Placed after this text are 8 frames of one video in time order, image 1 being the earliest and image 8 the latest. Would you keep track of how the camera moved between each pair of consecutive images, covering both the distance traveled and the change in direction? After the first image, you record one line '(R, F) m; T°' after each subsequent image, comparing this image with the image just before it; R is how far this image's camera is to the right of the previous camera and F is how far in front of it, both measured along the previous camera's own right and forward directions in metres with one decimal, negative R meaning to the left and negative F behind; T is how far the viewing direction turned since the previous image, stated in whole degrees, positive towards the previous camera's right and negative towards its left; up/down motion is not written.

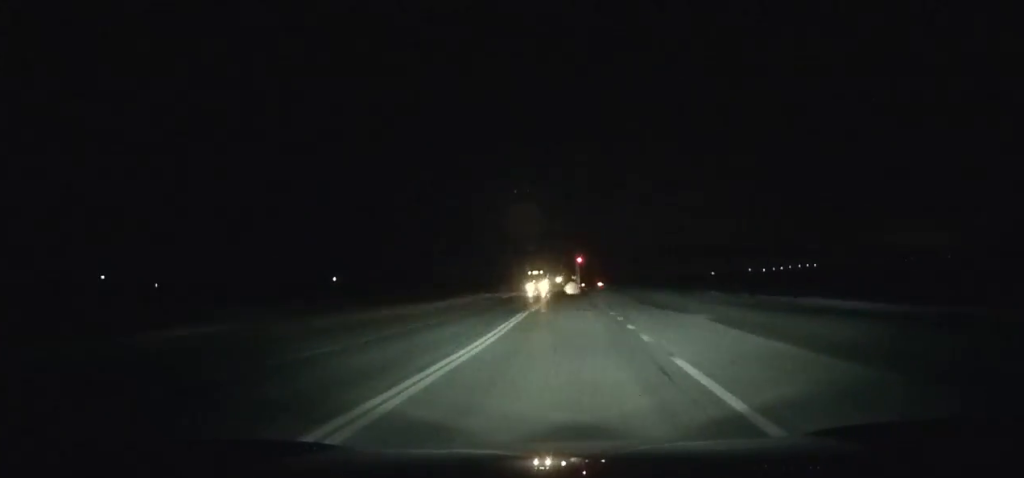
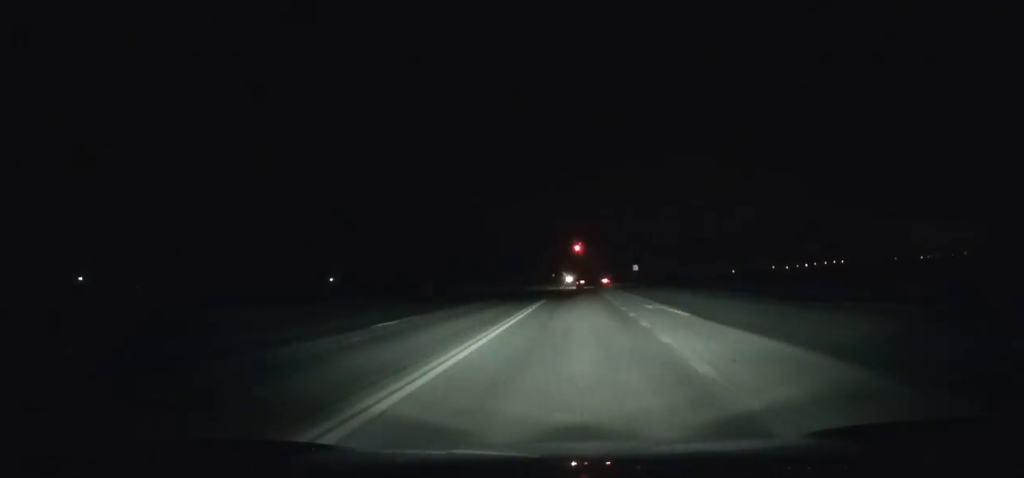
(-1.1, +77.9) m; -1°
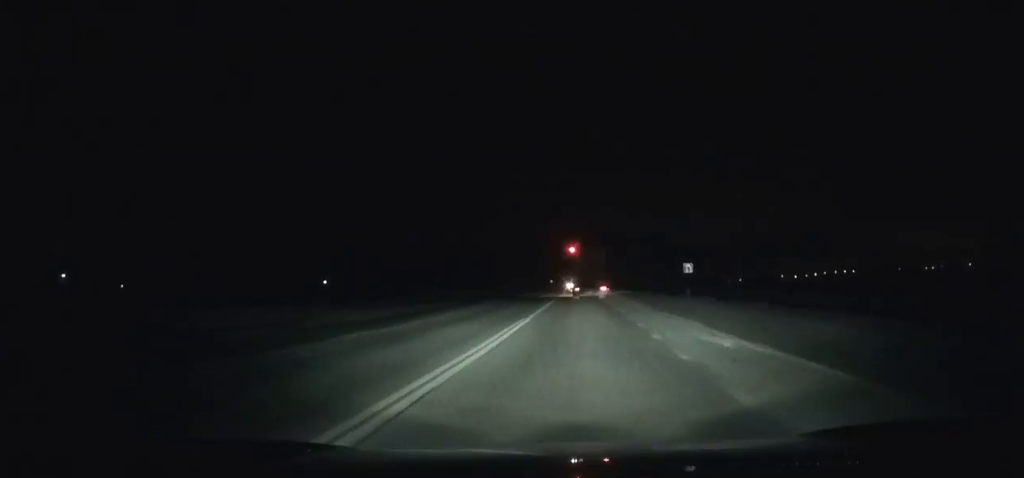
(-0.1, +40.8) m; 0°
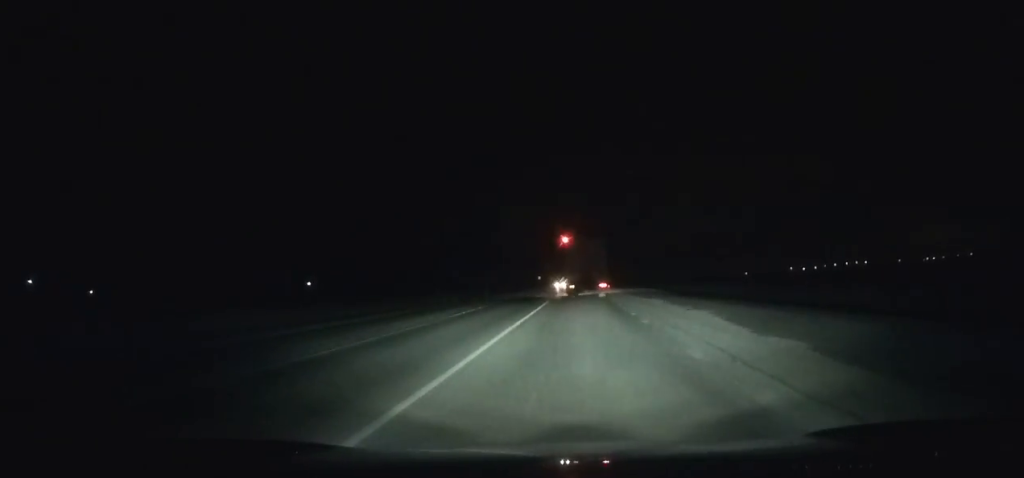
(-0.1, +64.8) m; 0°
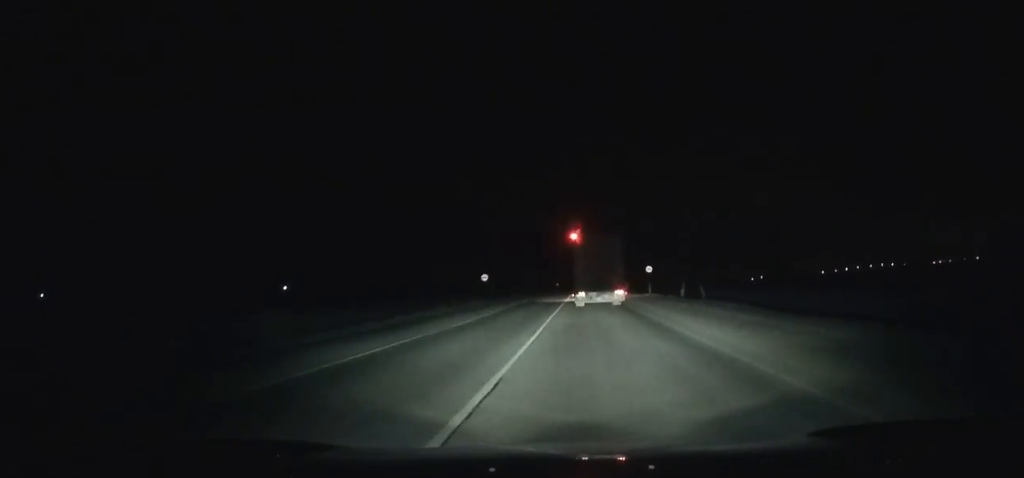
(-0.2, +98.9) m; 0°
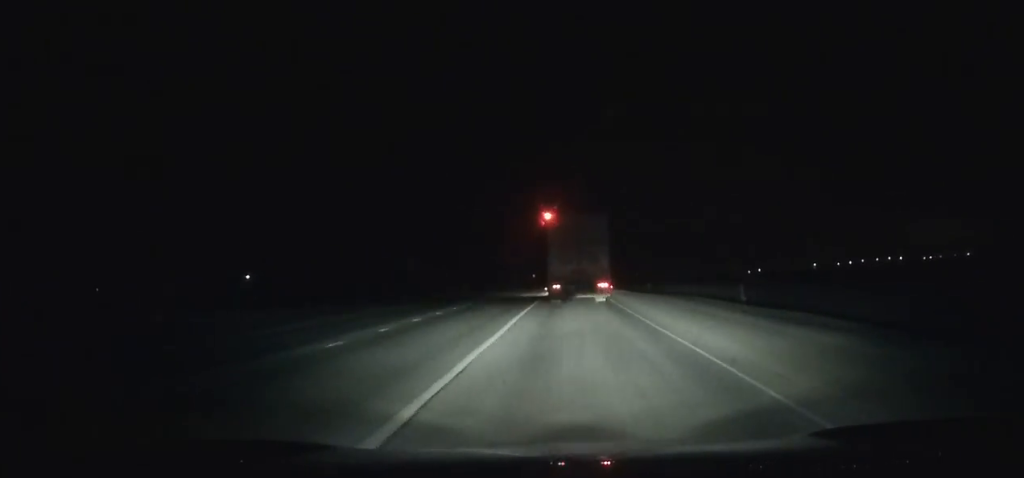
(+0.5, +73.0) m; 0°
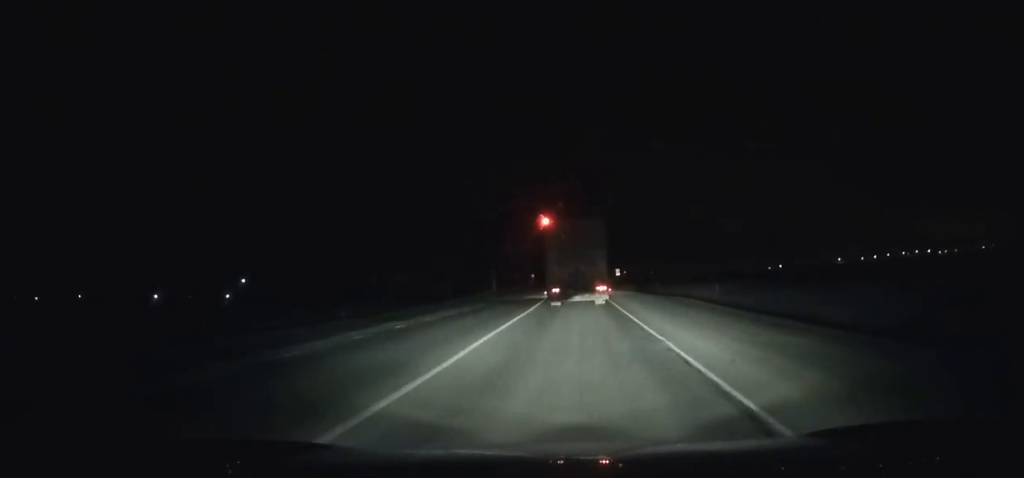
(-0.2, +49.3) m; -1°
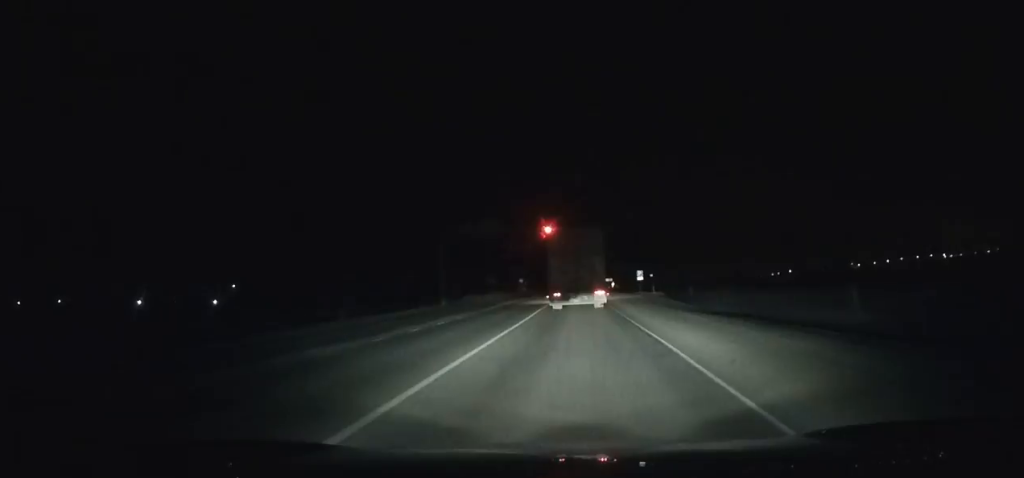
(-0.3, +35.3) m; 0°
